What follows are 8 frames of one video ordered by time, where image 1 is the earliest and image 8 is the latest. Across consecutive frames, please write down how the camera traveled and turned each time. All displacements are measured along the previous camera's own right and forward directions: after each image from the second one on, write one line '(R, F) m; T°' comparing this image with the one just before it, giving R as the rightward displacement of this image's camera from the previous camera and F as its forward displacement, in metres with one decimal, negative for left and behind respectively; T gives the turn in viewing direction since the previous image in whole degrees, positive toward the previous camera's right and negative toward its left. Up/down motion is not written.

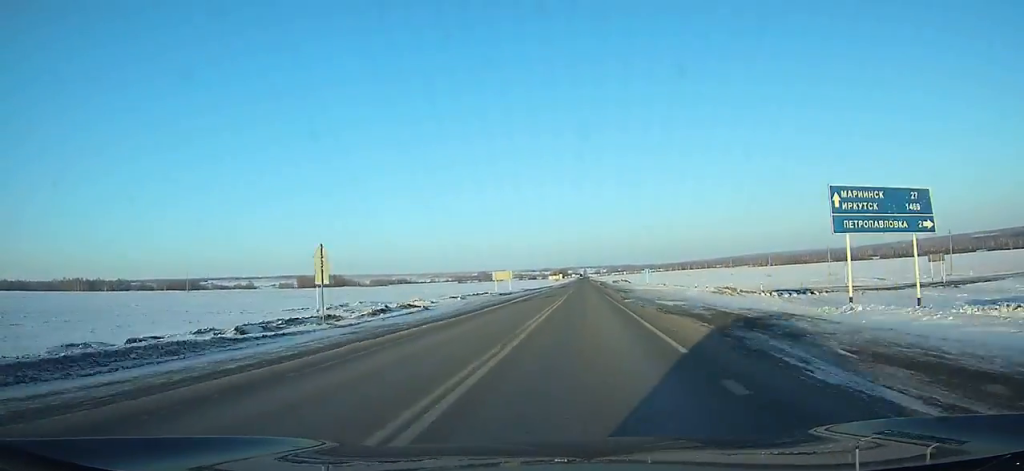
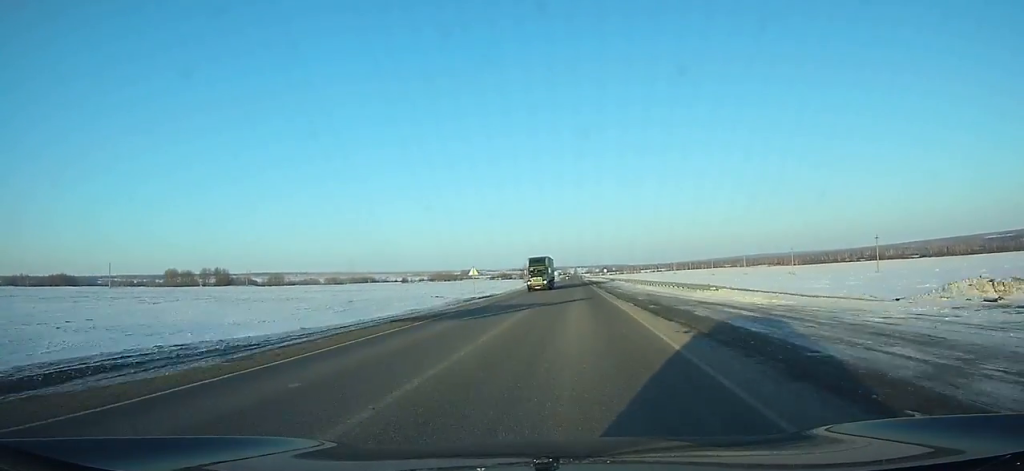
(+1.4, +211.8) m; +1°
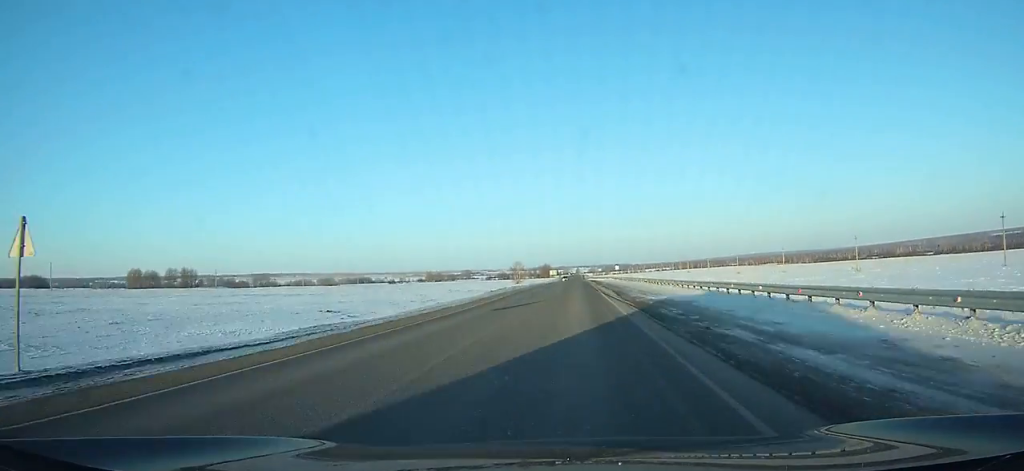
(-0.2, +46.2) m; 0°
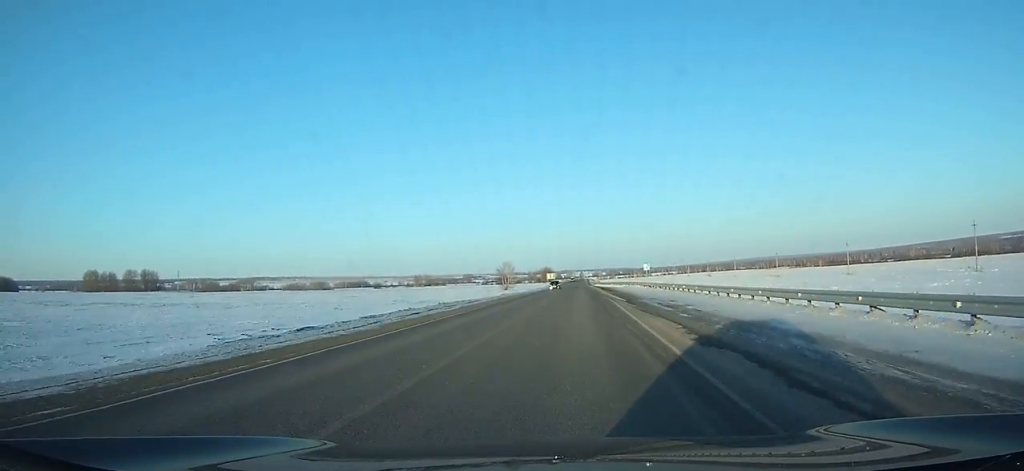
(-0.1, +48.4) m; 0°
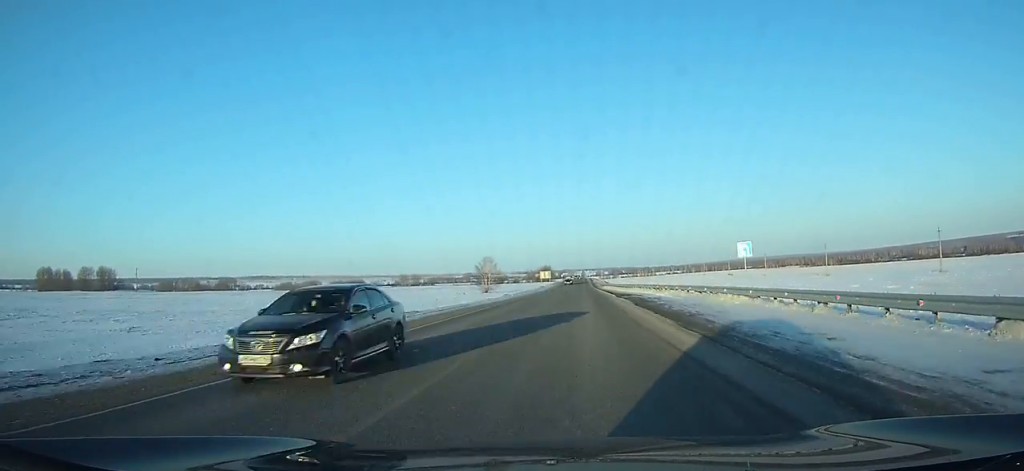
(+0.1, +43.2) m; 0°
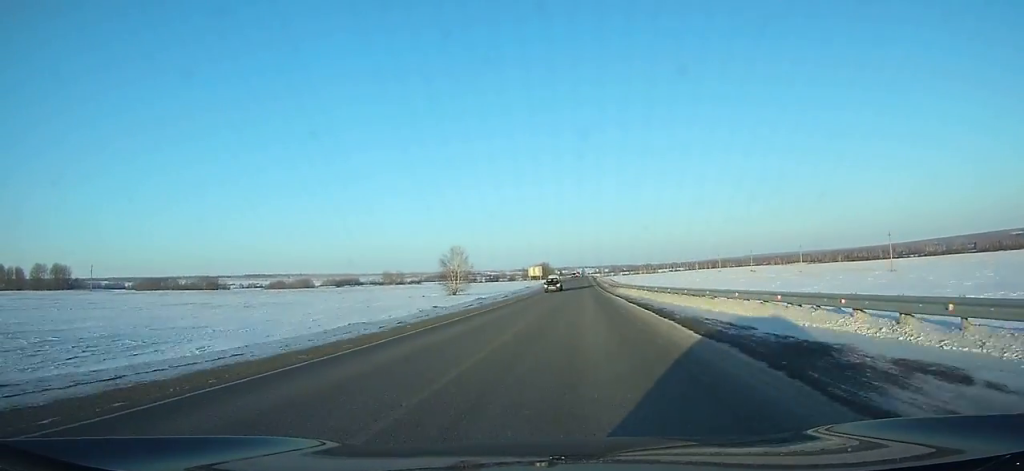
(-0.3, +38.1) m; 0°
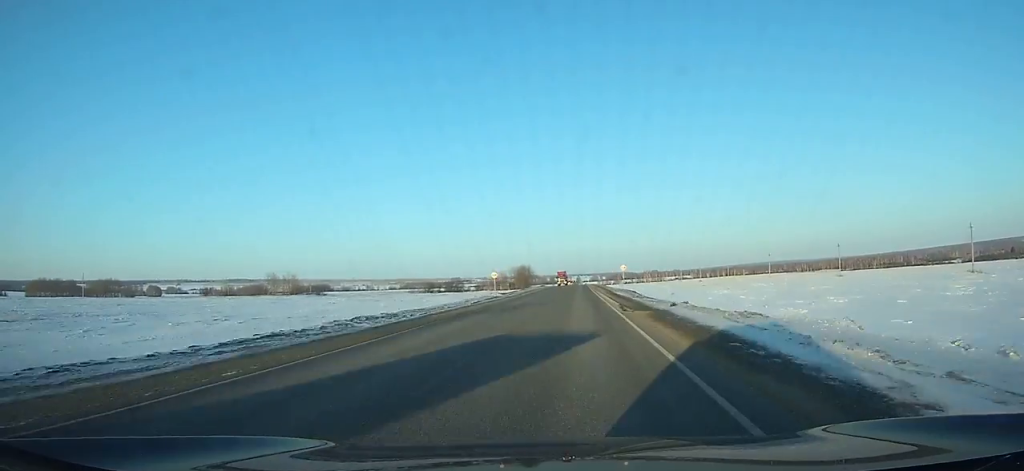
(+0.5, +149.6) m; 0°
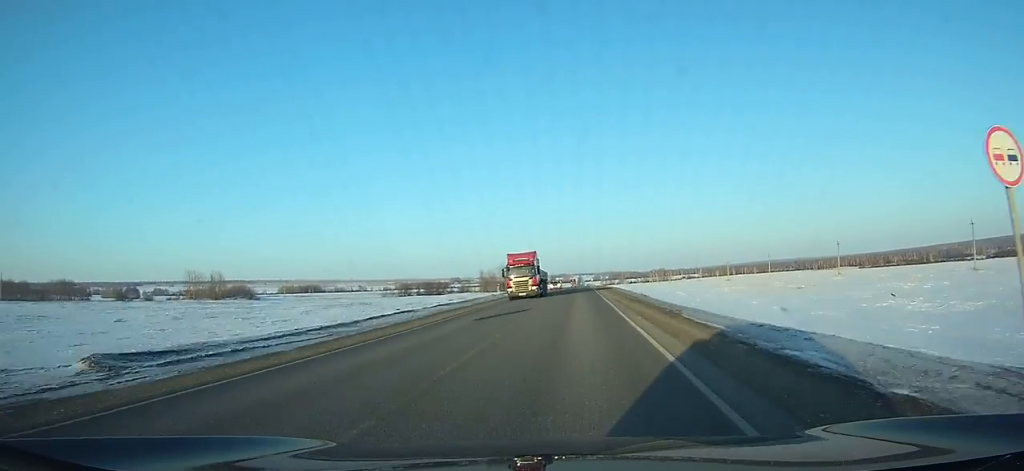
(-0.1, +58.2) m; 0°
